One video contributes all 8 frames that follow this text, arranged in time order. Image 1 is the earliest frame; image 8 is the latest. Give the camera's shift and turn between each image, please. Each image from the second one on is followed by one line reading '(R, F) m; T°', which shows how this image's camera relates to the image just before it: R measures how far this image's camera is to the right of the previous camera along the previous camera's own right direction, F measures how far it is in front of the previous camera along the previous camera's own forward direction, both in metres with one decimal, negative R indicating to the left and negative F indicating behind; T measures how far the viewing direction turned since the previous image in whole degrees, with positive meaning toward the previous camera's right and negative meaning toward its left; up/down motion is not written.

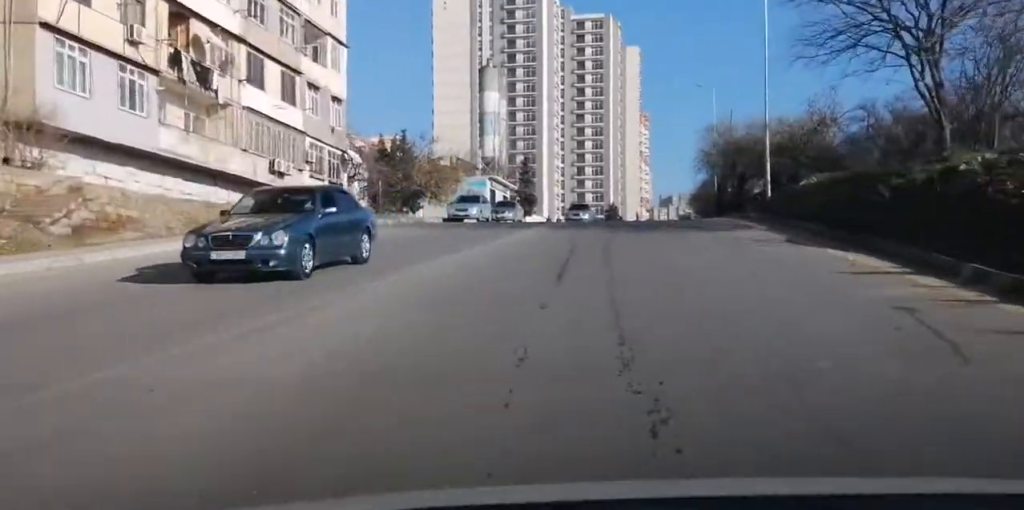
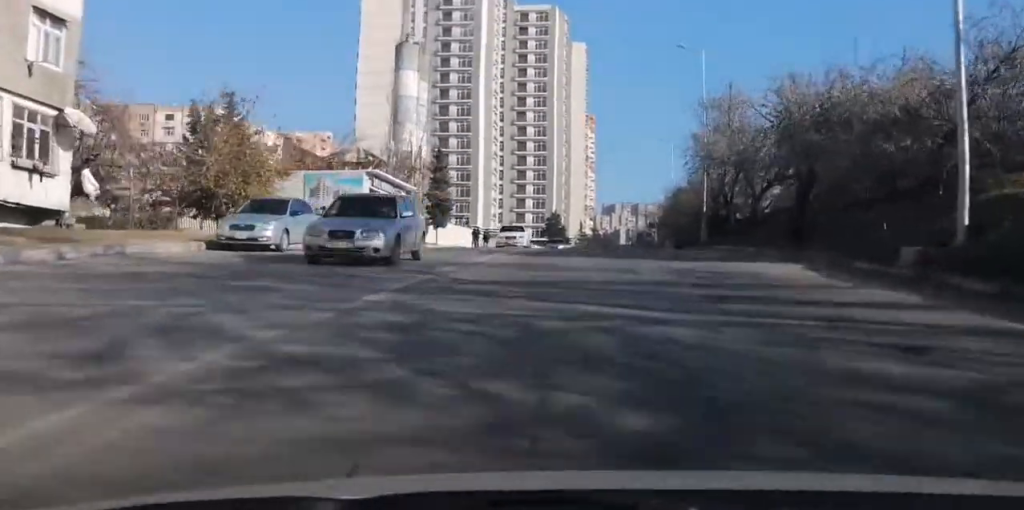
(+1.3, +22.6) m; +6°
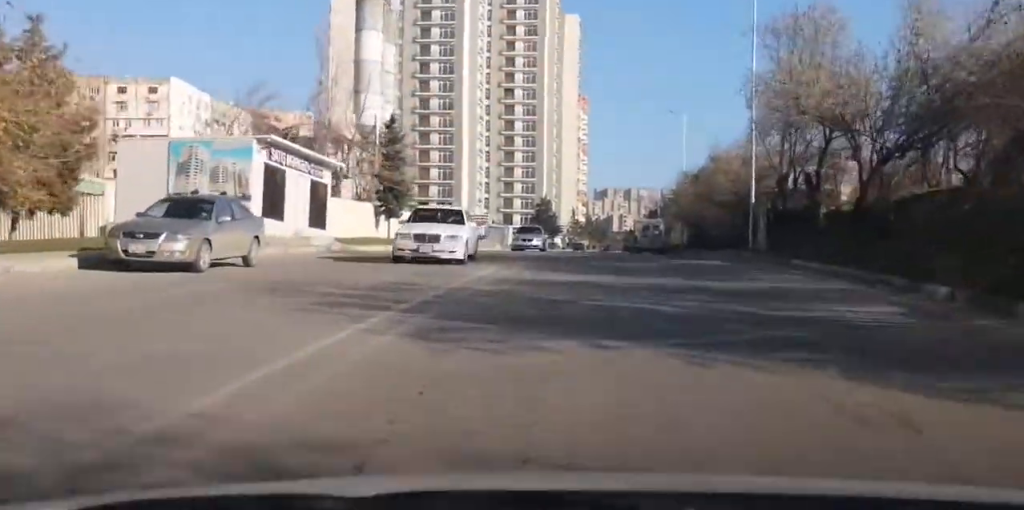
(+0.5, +15.0) m; +2°
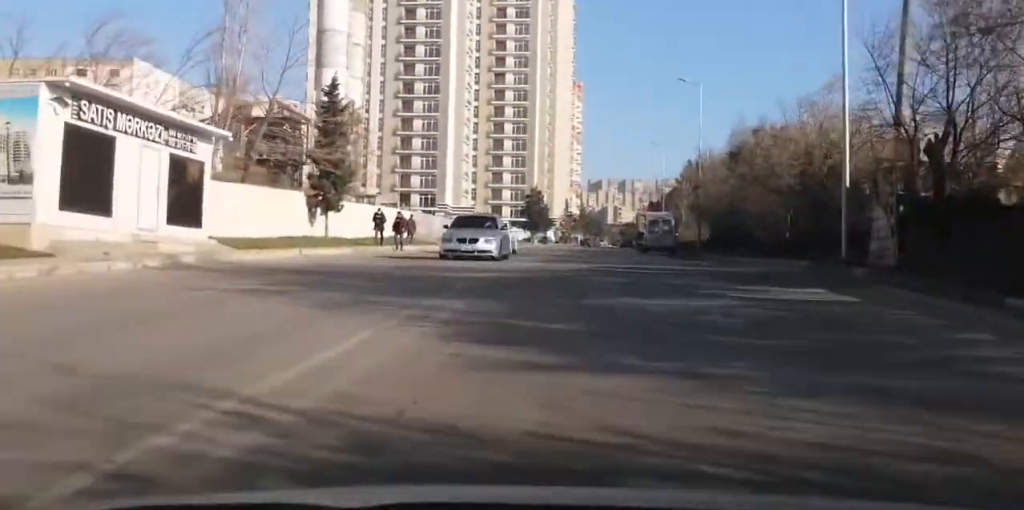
(0.0, +12.5) m; -1°
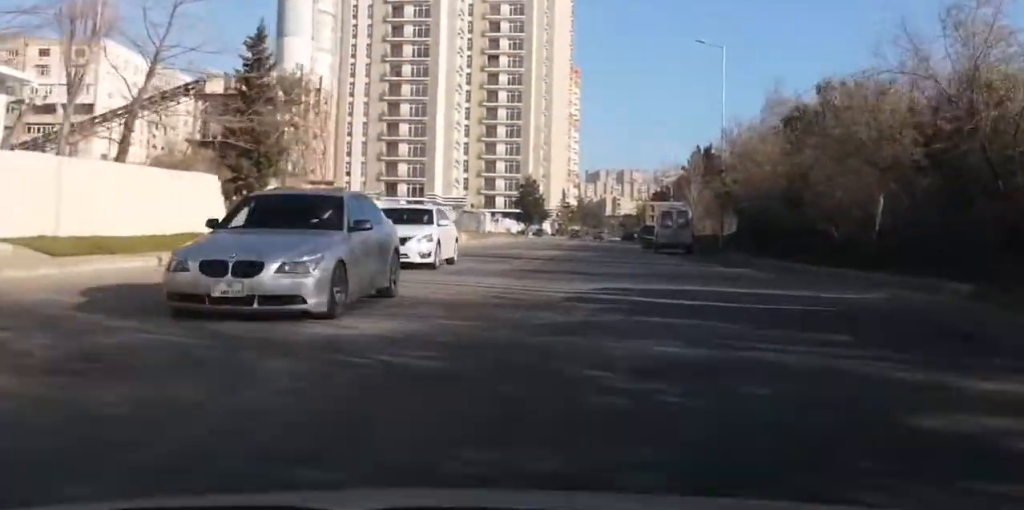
(0.0, +10.1) m; -2°
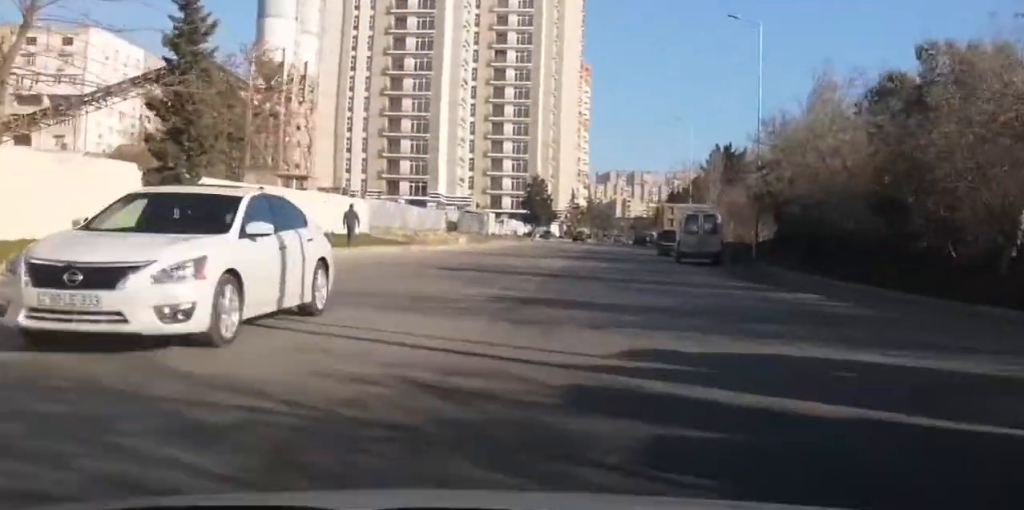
(-0.3, +7.0) m; 0°
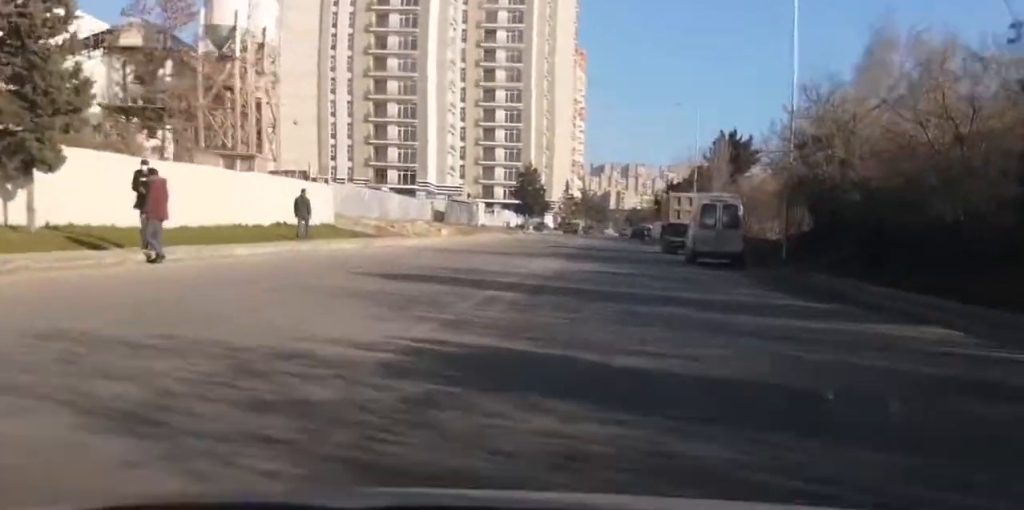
(-0.1, +7.5) m; 0°
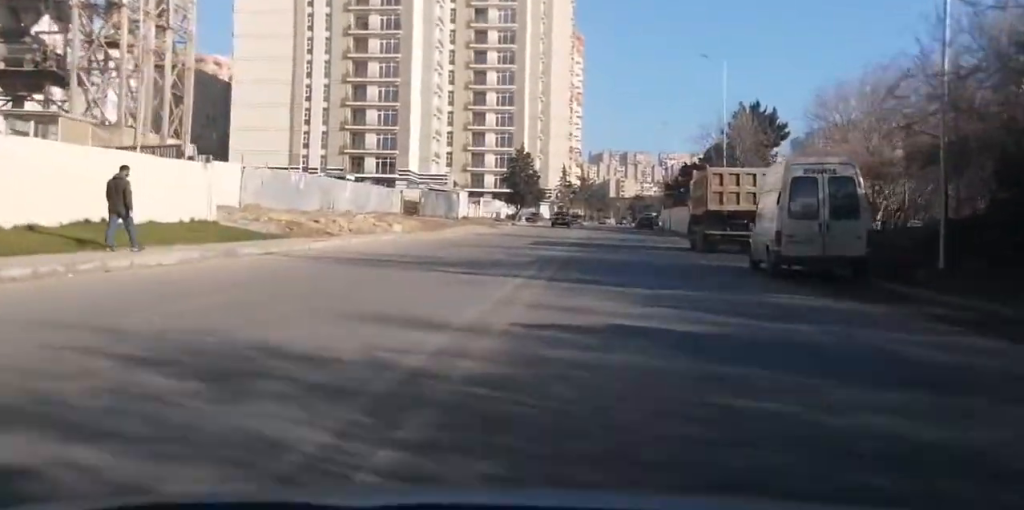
(+0.5, +15.2) m; +2°
